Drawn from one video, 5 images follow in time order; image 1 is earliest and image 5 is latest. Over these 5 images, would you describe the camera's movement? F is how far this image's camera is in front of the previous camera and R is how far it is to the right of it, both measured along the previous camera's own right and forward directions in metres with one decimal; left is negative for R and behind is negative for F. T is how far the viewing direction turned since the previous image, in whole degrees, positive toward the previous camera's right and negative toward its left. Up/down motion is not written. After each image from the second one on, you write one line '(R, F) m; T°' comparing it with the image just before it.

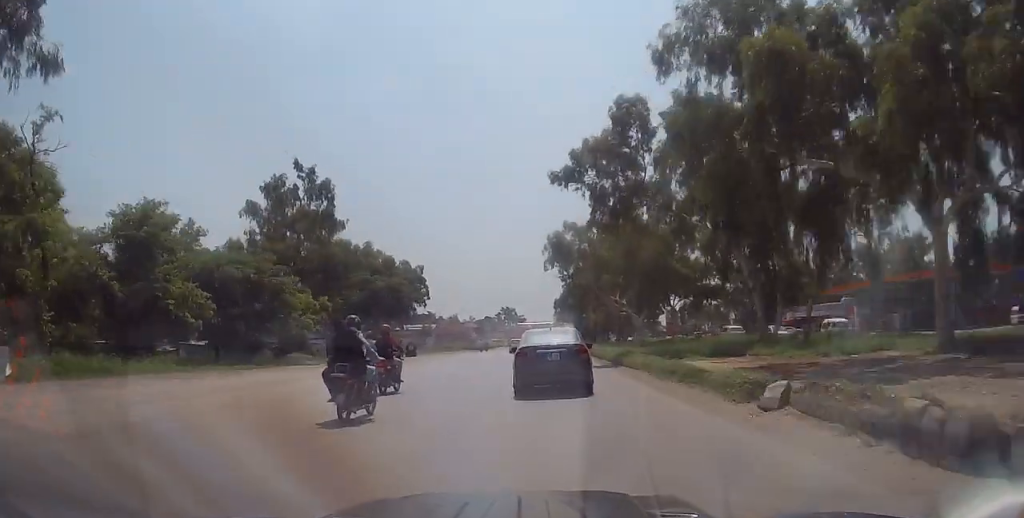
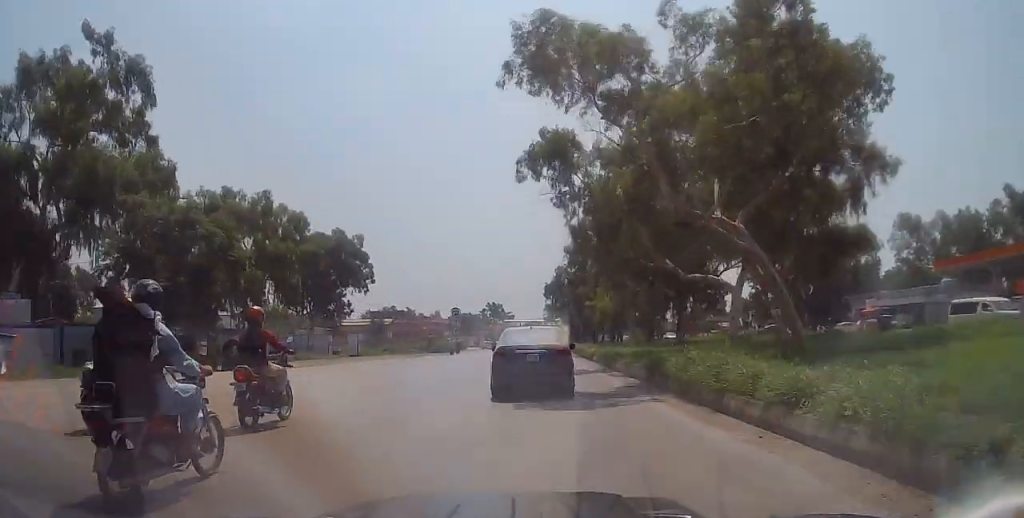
(+0.1, +34.0) m; 0°
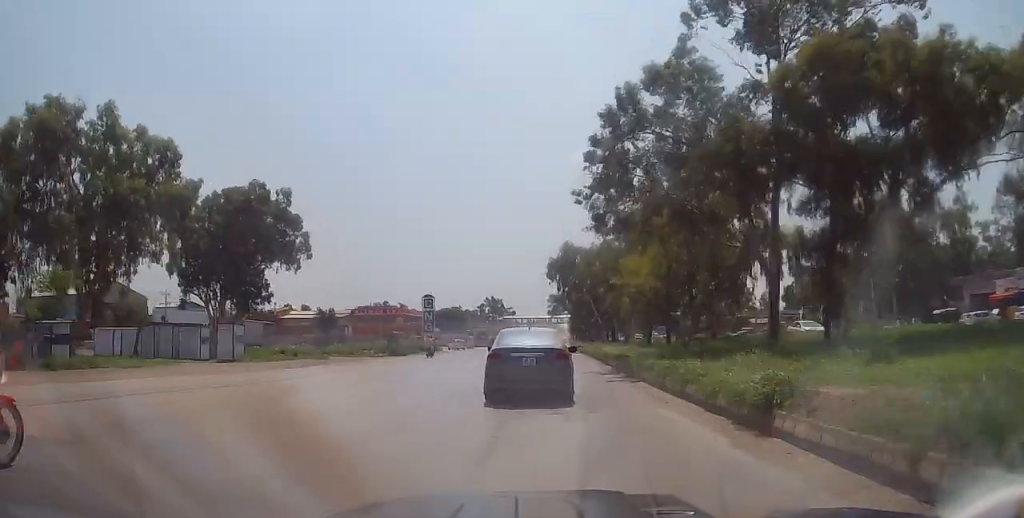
(+0.4, +27.0) m; 0°
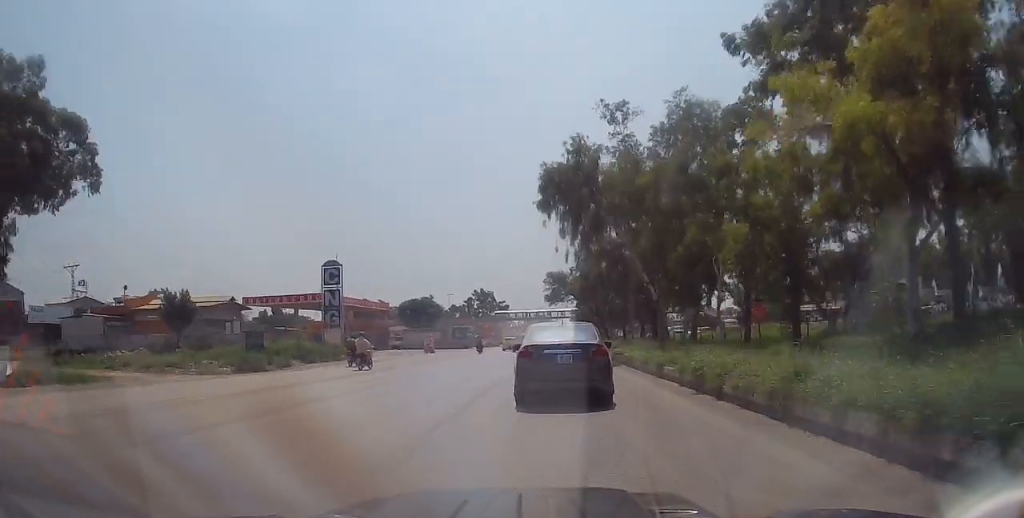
(+0.1, +34.7) m; +1°
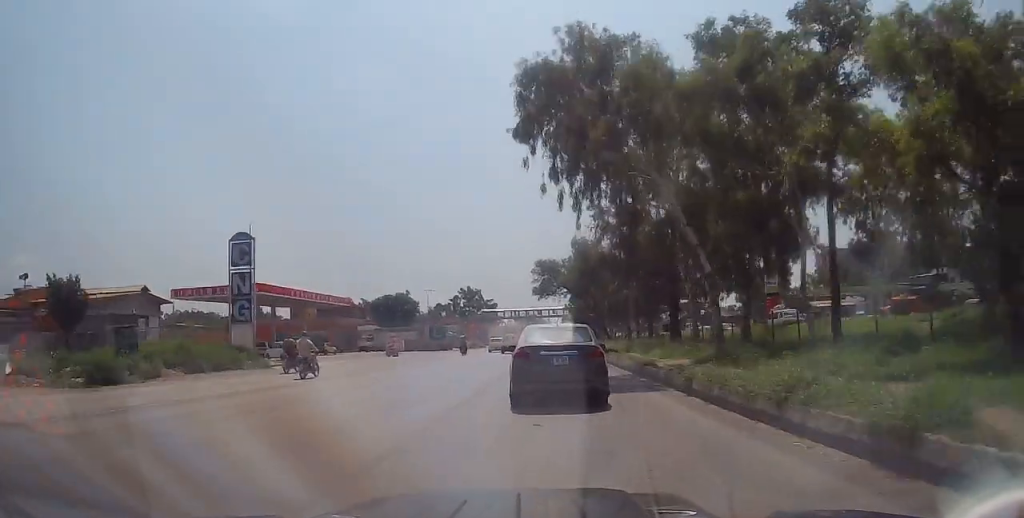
(-0.2, +12.3) m; -1°
